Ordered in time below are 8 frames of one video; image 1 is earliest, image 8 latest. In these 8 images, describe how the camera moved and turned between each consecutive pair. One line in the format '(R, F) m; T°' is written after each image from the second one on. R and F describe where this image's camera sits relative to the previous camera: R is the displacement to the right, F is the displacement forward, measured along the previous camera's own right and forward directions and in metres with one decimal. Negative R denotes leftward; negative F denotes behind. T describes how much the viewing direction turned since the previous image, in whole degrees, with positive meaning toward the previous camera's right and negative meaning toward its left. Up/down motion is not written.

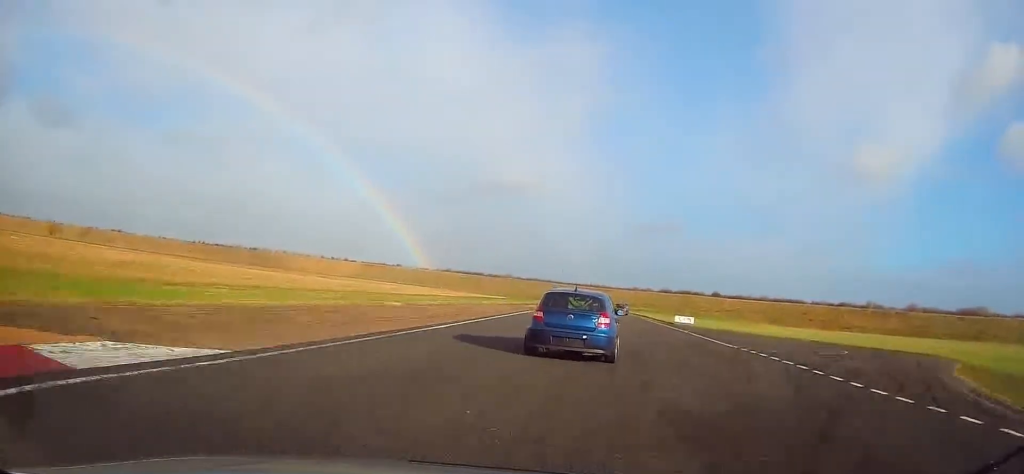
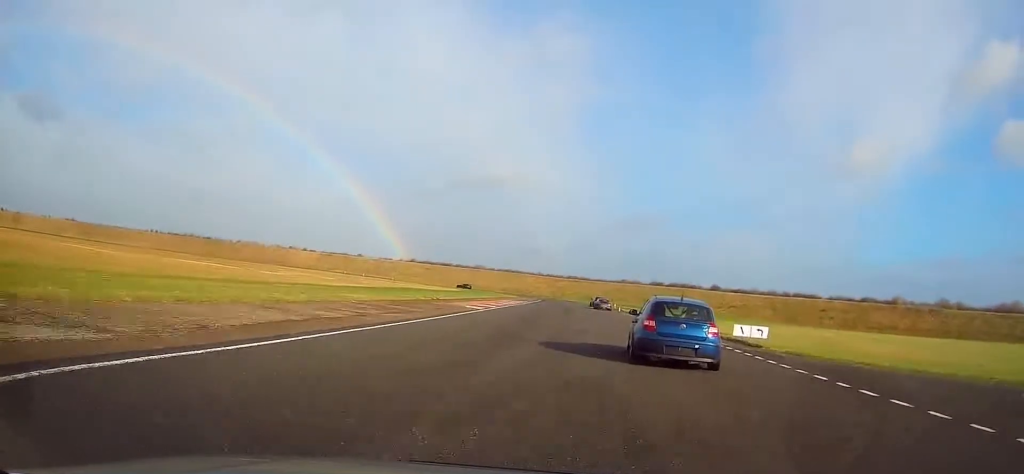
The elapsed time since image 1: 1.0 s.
(+1.1, +30.2) m; +3°
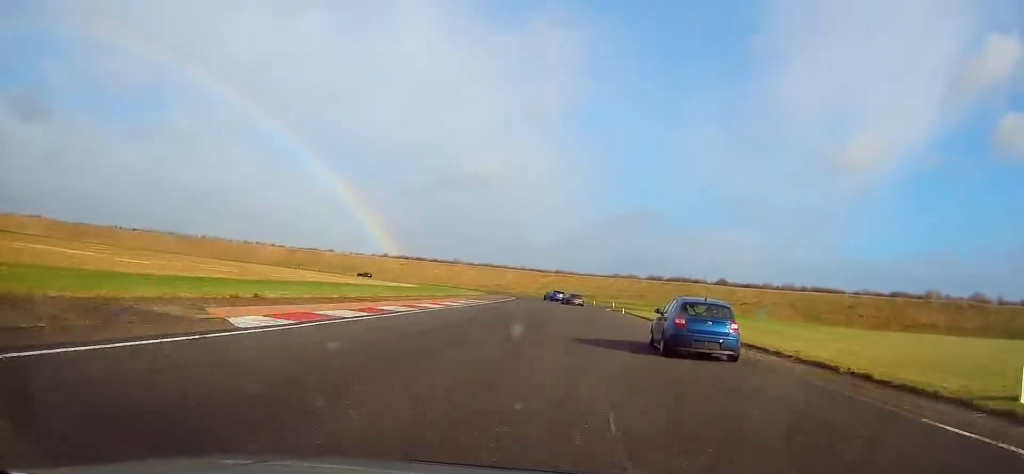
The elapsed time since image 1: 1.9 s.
(+0.2, +24.4) m; 0°
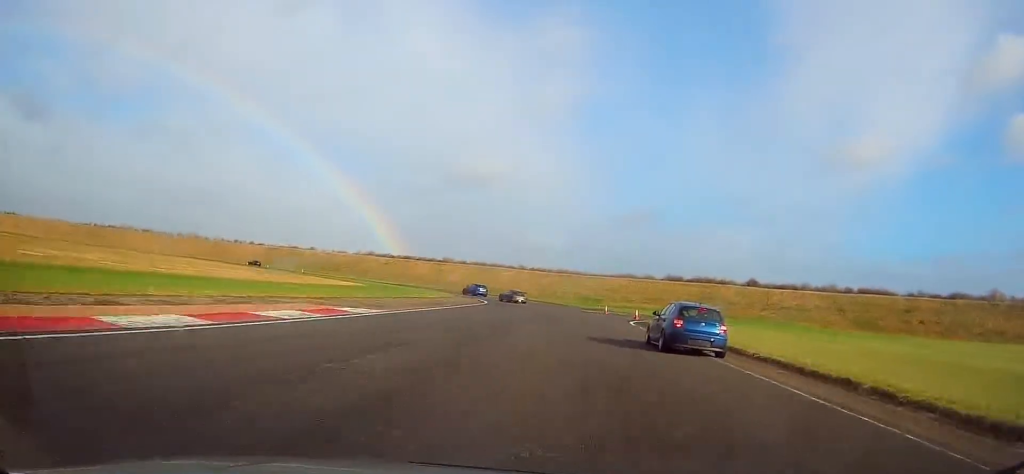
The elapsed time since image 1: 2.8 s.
(0.0, +26.9) m; 0°
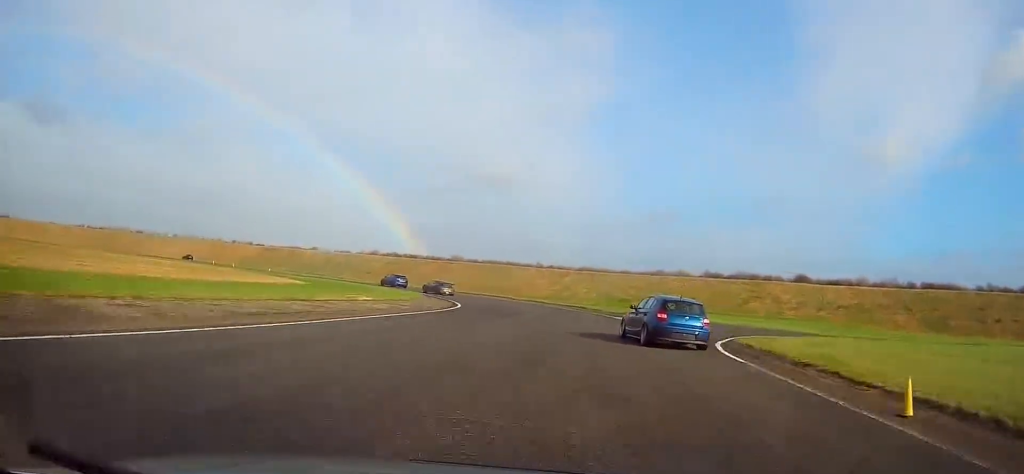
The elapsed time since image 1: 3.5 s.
(-0.2, +20.6) m; -3°
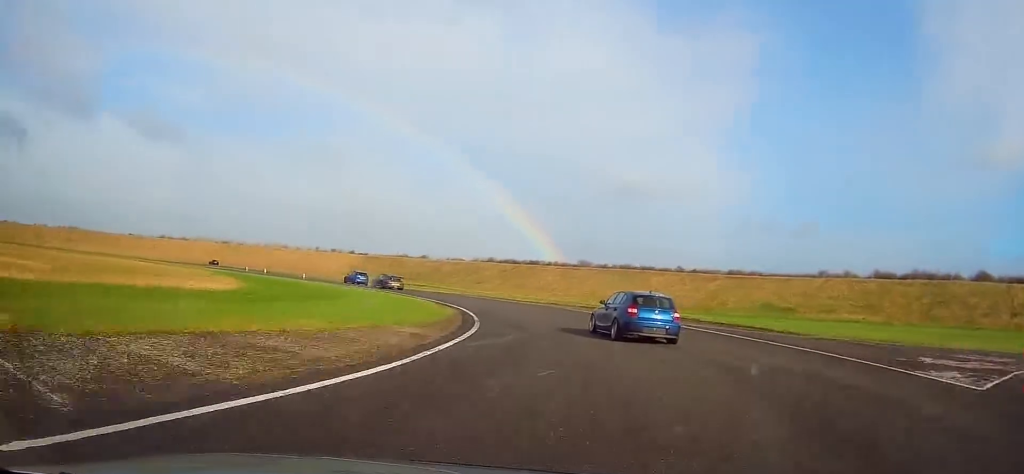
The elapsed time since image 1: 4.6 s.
(-1.2, +28.2) m; -9°
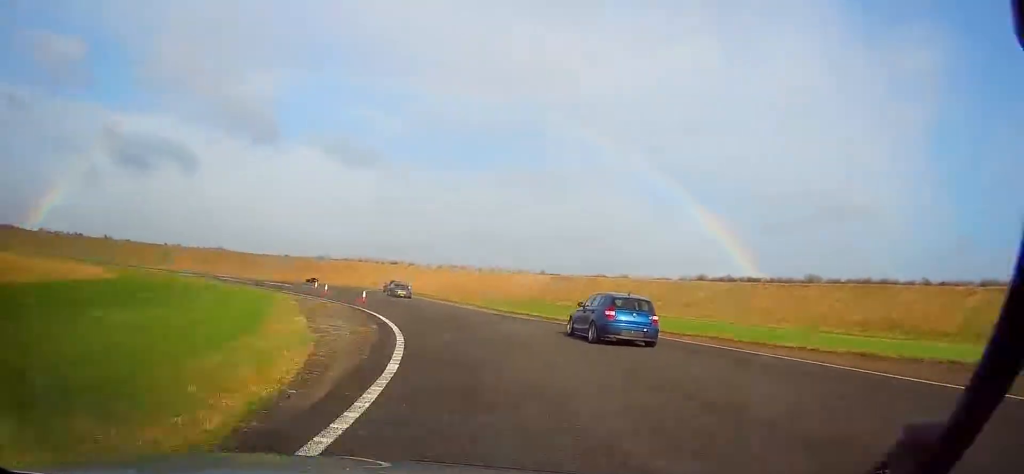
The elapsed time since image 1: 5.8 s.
(-4.2, +32.5) m; -18°
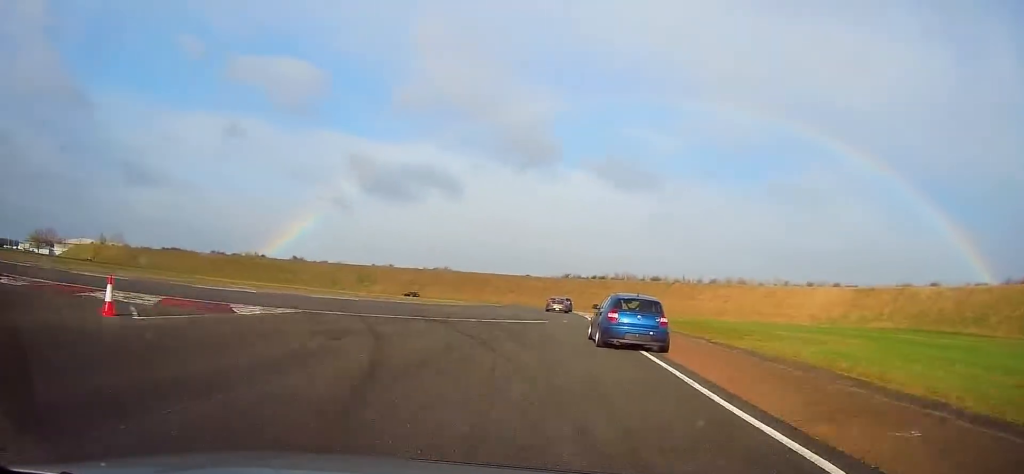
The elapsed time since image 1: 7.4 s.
(-10.1, +45.7) m; -20°
